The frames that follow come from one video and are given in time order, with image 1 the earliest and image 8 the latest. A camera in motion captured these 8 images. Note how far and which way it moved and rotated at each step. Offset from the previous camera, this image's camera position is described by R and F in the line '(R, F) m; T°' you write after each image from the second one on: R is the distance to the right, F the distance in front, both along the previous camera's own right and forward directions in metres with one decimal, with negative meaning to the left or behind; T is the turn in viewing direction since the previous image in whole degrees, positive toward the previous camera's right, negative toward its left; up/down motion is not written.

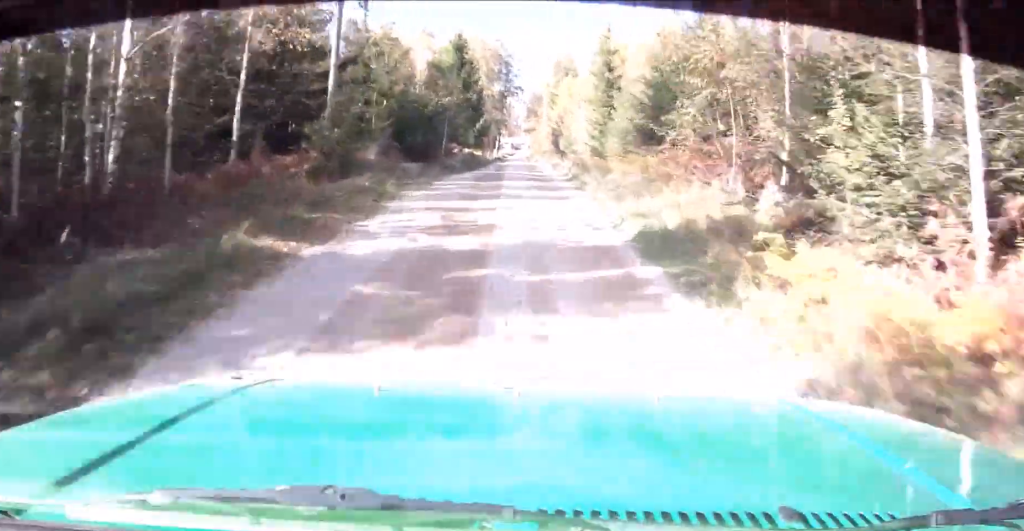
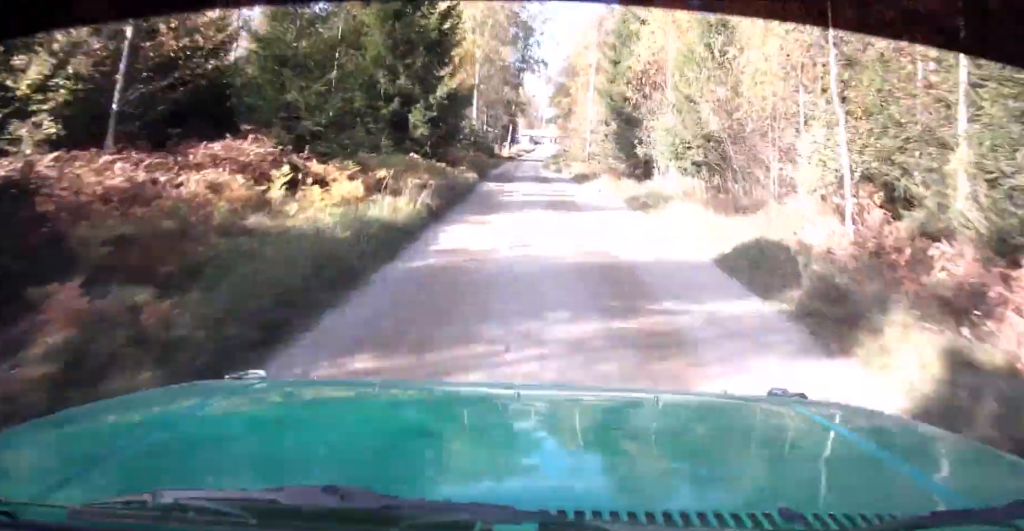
(-0.3, +41.2) m; +1°
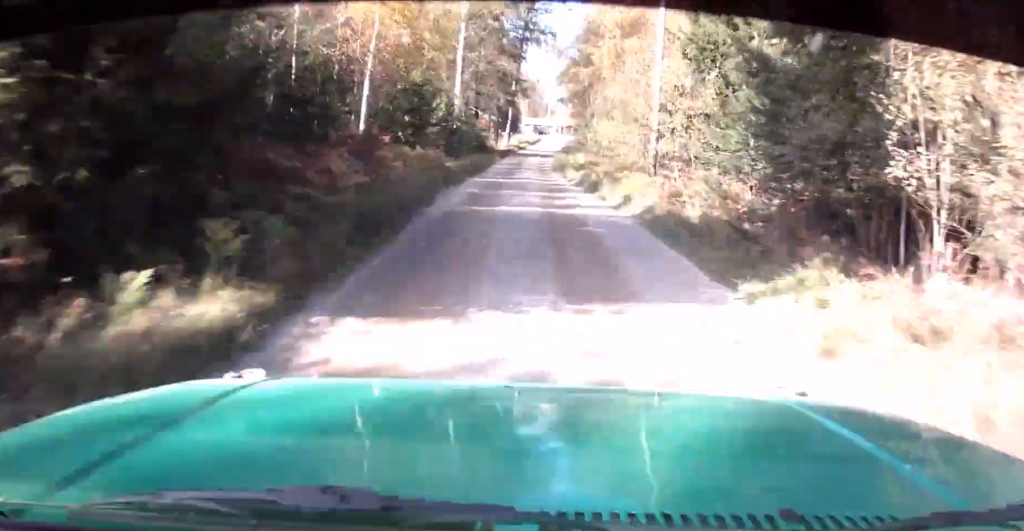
(+0.2, +21.7) m; +3°
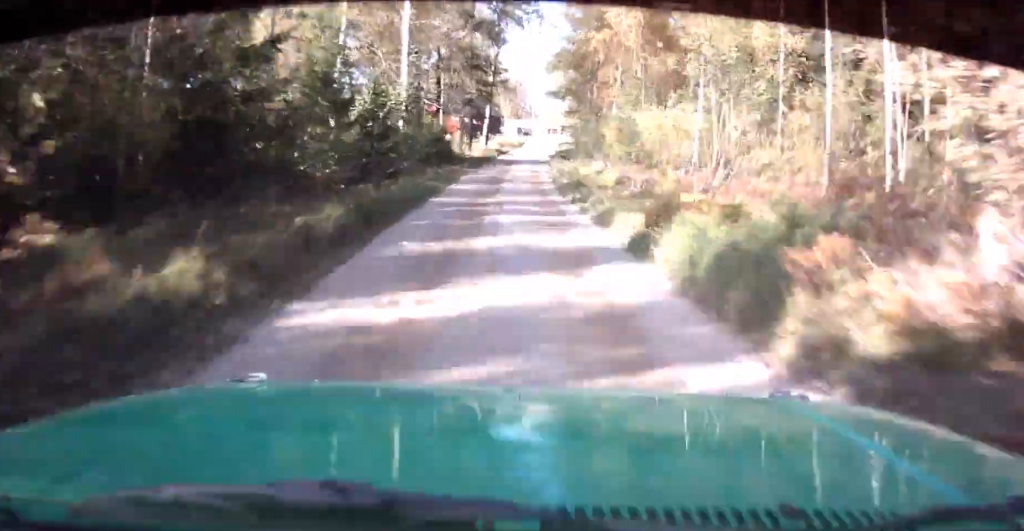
(+0.8, +18.7) m; +2°
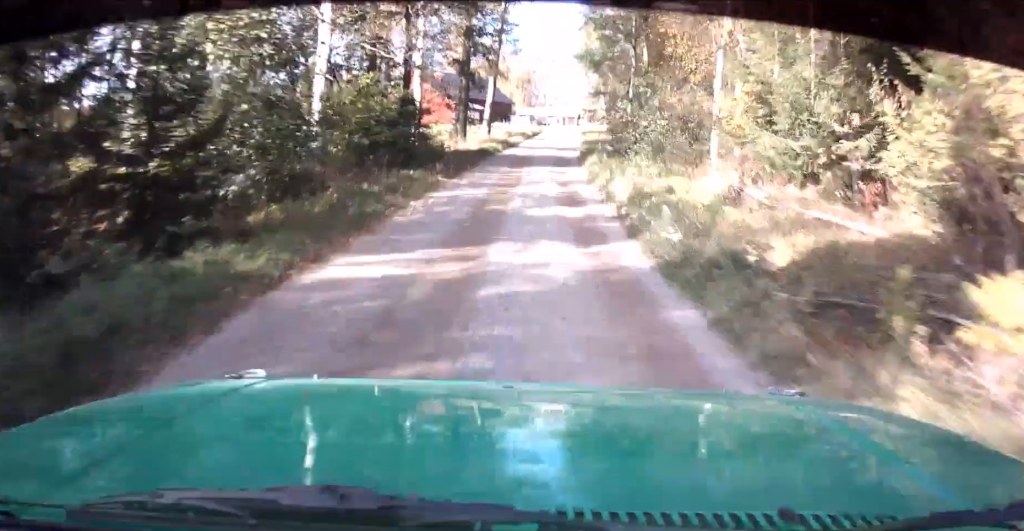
(+0.2, +17.4) m; 0°
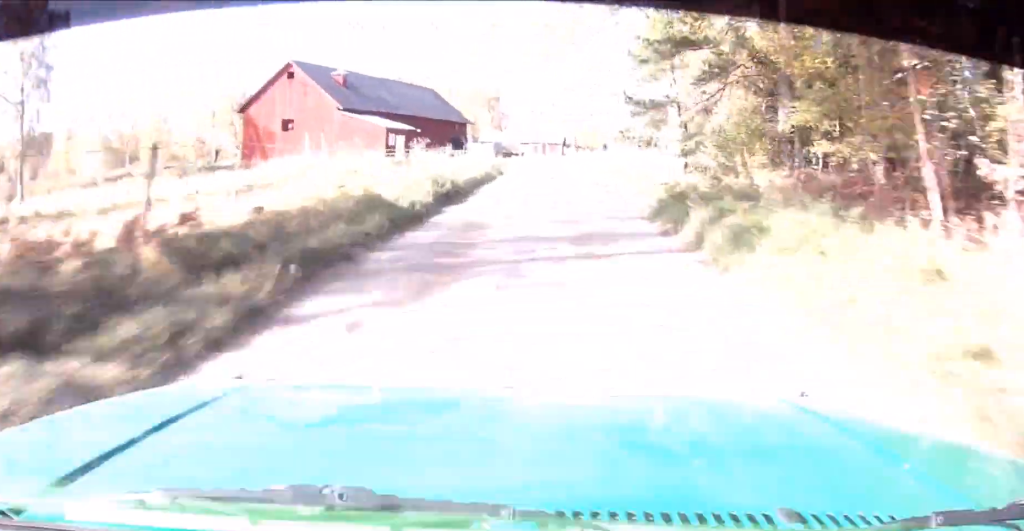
(0.0, +48.8) m; 0°
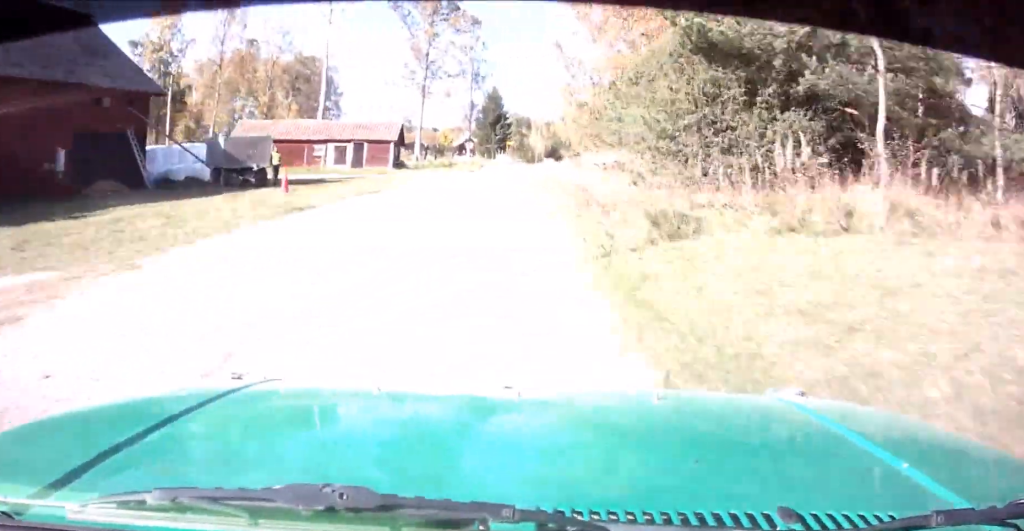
(0.0, +66.6) m; 0°
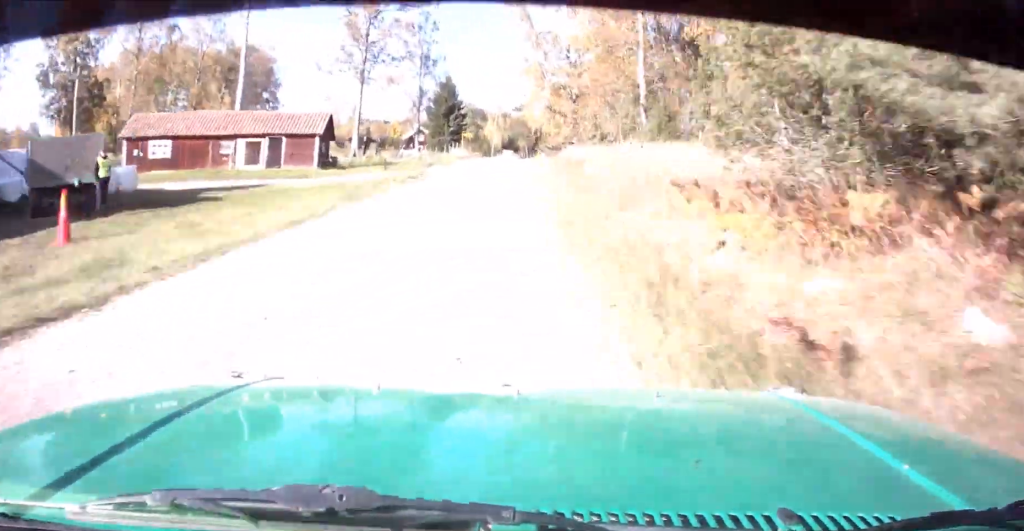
(0.0, +13.5) m; 0°
